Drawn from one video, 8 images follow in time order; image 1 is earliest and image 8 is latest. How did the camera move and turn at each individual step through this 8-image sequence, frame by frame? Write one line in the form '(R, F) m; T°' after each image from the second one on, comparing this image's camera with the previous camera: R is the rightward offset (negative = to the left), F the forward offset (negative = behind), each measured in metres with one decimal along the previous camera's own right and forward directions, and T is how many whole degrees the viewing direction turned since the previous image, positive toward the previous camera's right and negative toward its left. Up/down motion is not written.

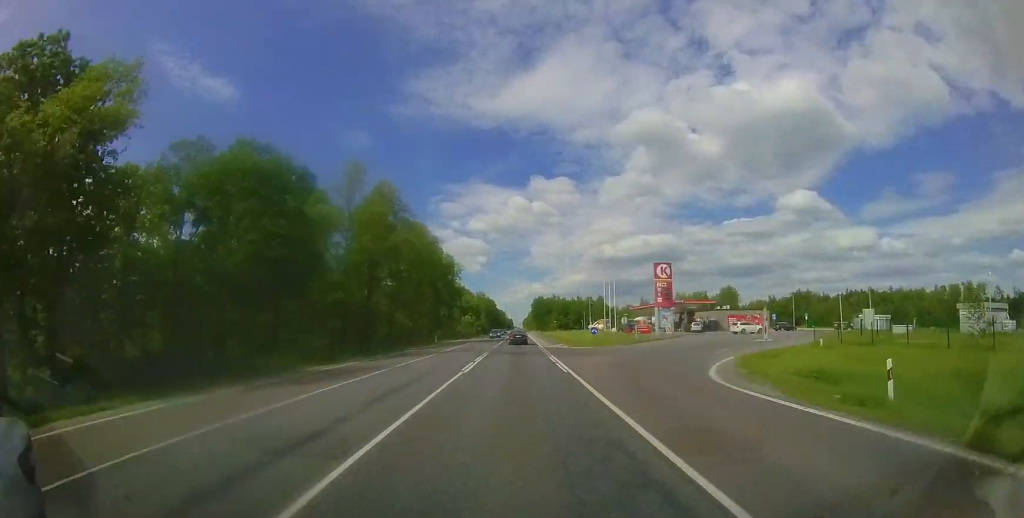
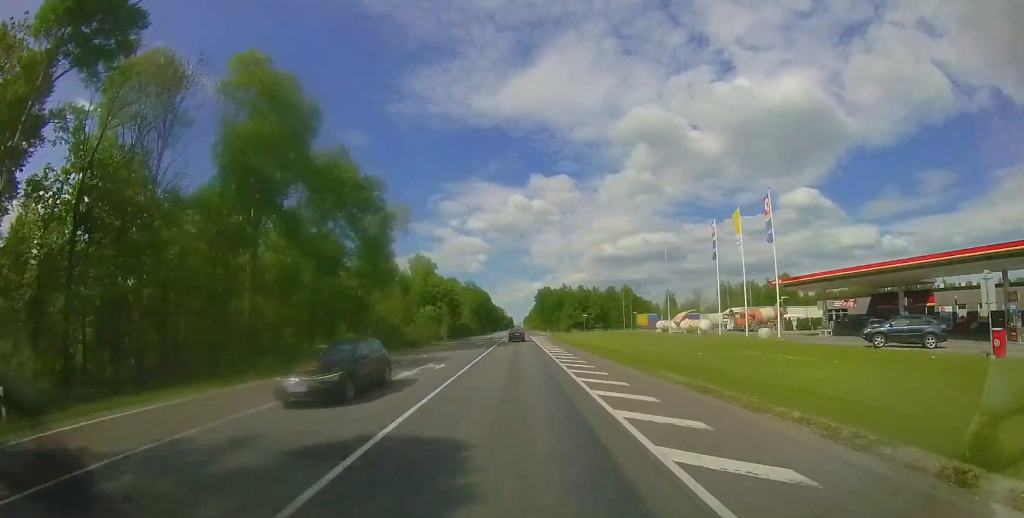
(-0.5, +51.1) m; 0°
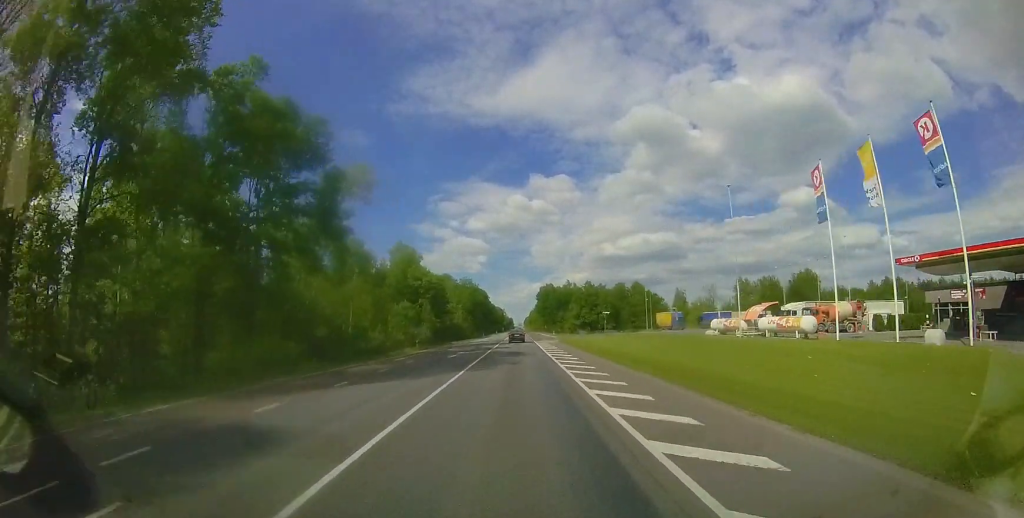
(0.0, +14.8) m; 0°
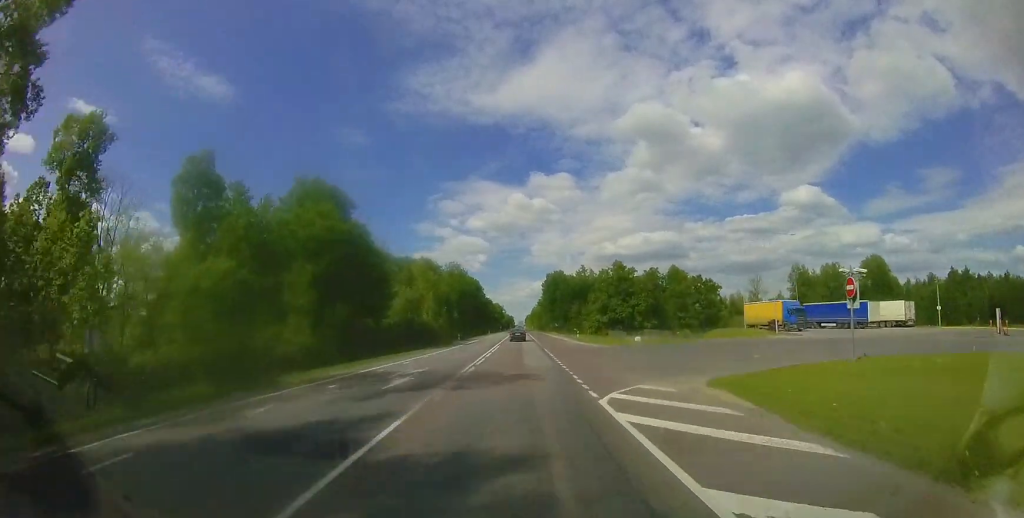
(+0.1, +35.8) m; 0°
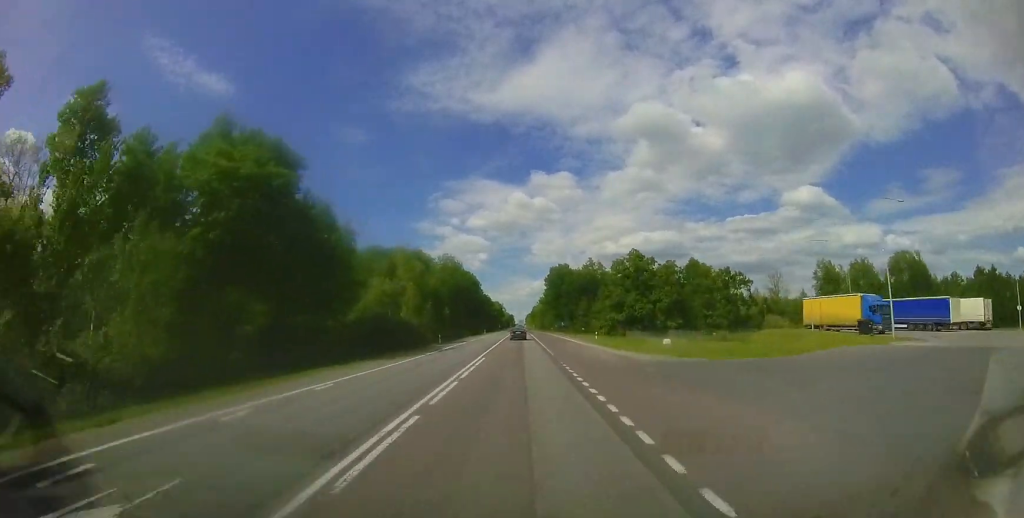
(+0.1, +12.5) m; 0°
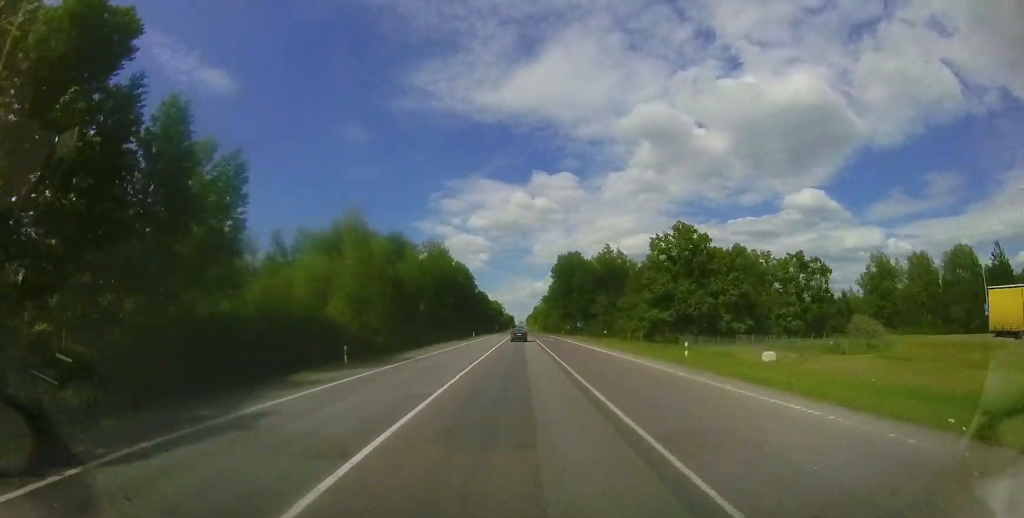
(-0.3, +22.1) m; 0°
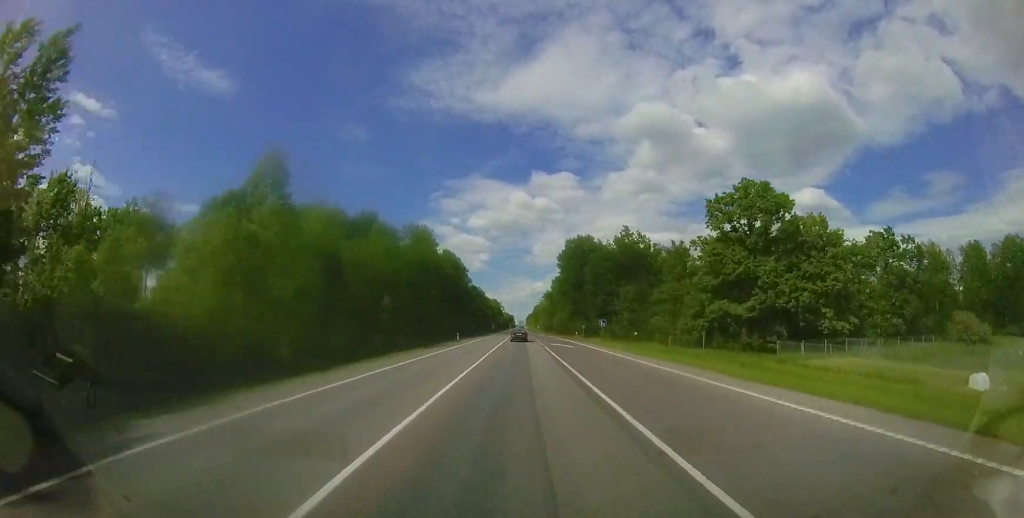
(+0.2, +16.9) m; 0°
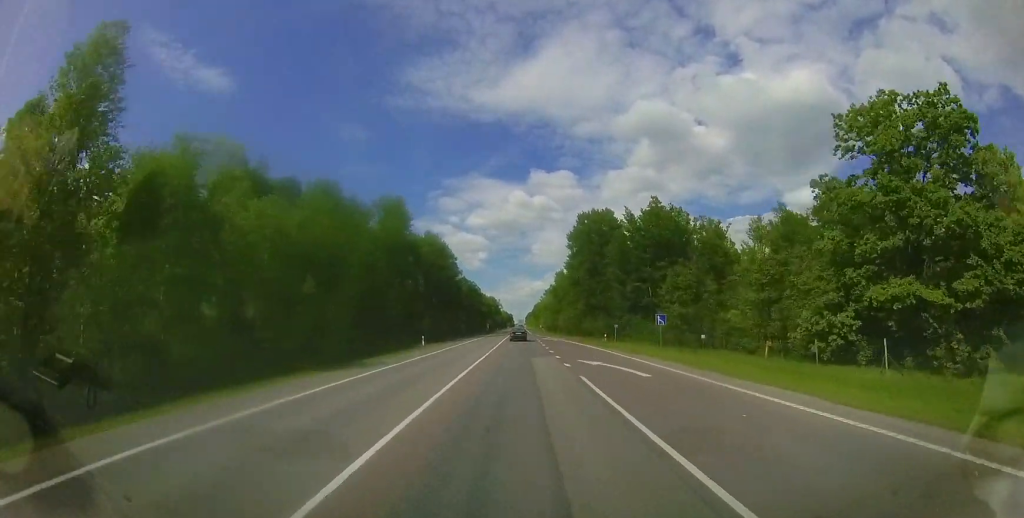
(+0.1, +18.0) m; 0°
